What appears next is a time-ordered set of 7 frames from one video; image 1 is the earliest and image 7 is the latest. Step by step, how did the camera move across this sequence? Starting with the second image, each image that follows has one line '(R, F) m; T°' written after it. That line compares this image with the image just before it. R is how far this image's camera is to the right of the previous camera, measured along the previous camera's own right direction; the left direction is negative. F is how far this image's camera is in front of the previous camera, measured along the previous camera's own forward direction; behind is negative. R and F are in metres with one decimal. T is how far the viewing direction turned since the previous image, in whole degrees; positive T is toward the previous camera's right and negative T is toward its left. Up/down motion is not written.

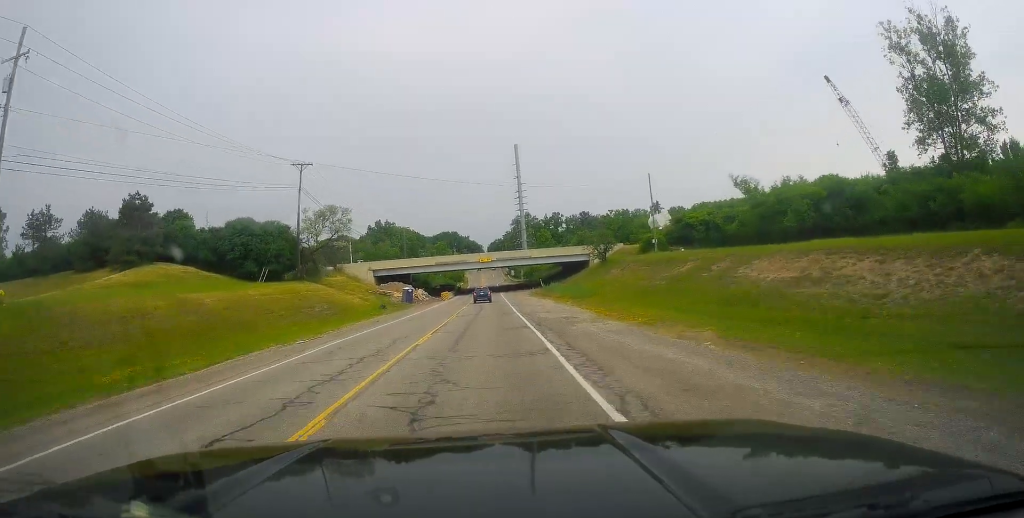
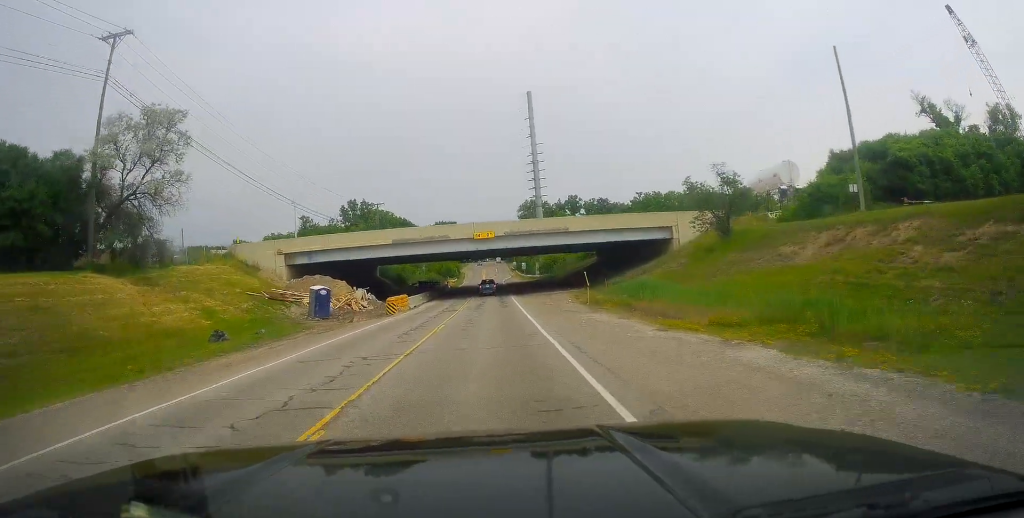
(-0.4, +45.1) m; -1°
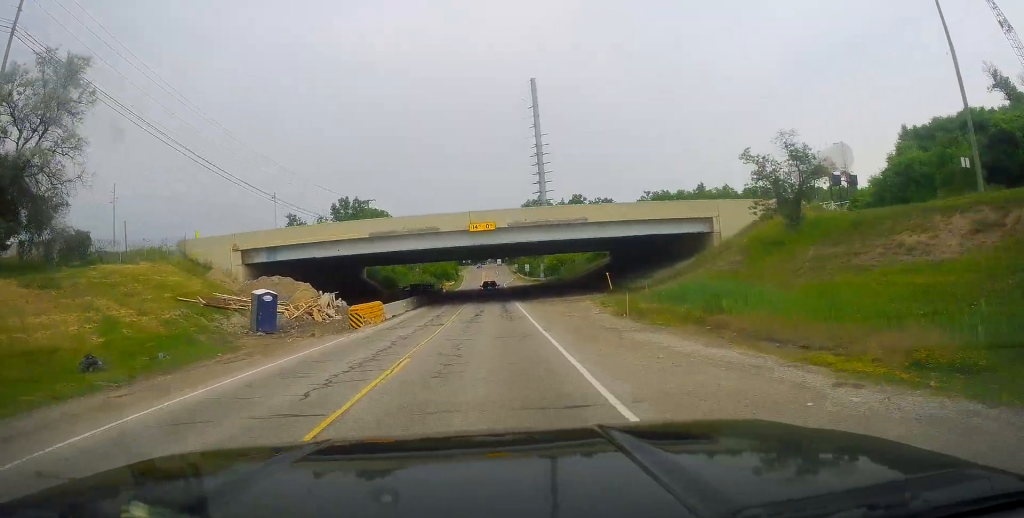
(-0.4, +10.5) m; 0°
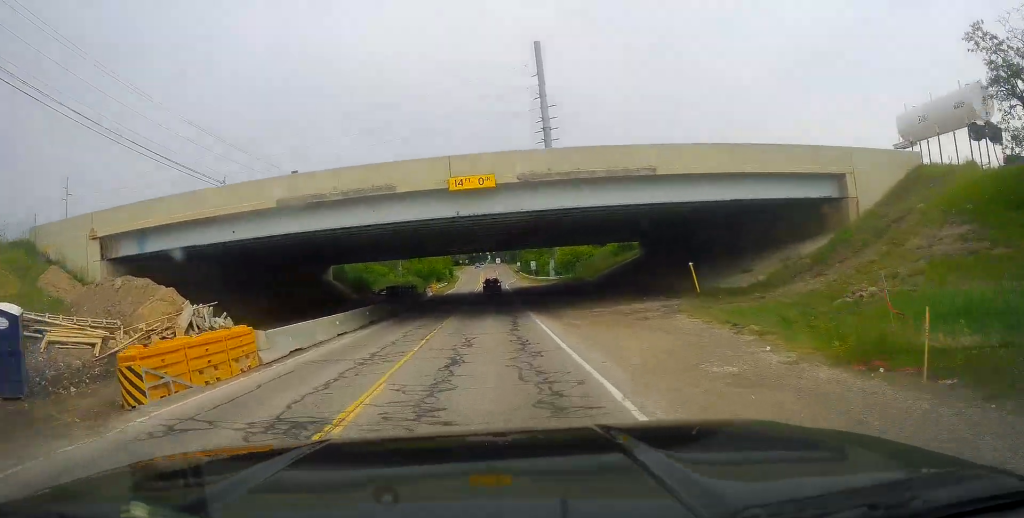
(+0.5, +18.9) m; 0°
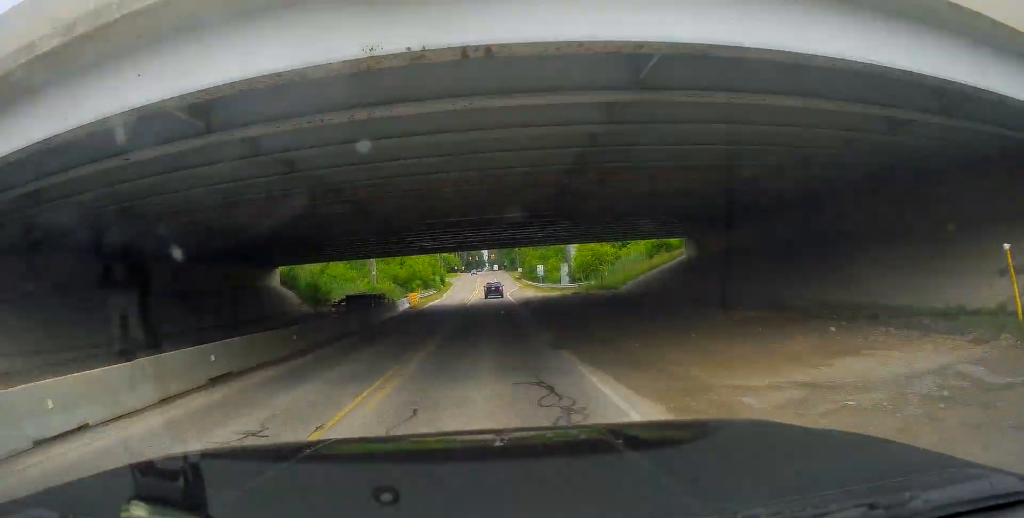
(-0.4, +17.6) m; 0°
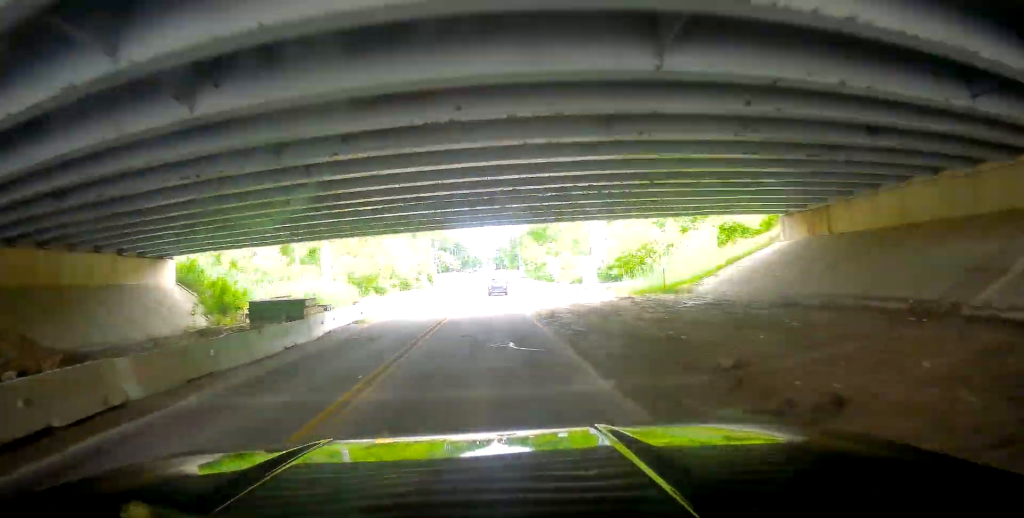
(+0.3, +18.9) m; +2°
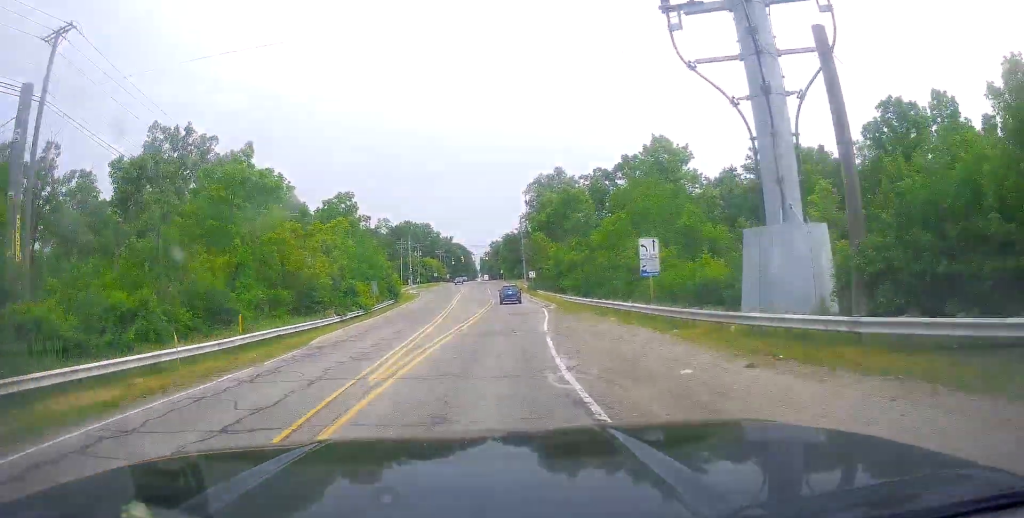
(+0.5, +35.5) m; +1°
